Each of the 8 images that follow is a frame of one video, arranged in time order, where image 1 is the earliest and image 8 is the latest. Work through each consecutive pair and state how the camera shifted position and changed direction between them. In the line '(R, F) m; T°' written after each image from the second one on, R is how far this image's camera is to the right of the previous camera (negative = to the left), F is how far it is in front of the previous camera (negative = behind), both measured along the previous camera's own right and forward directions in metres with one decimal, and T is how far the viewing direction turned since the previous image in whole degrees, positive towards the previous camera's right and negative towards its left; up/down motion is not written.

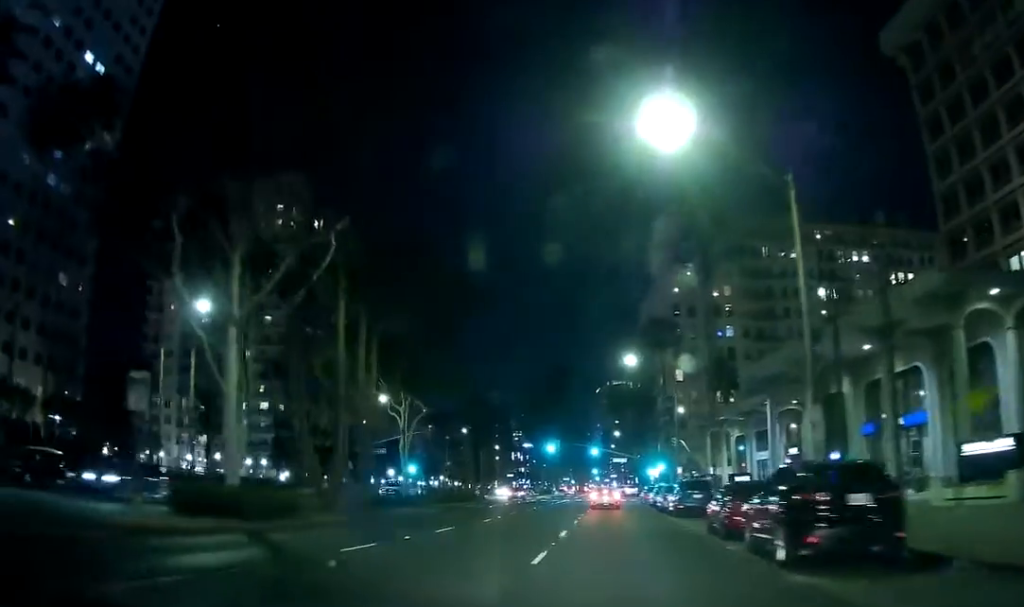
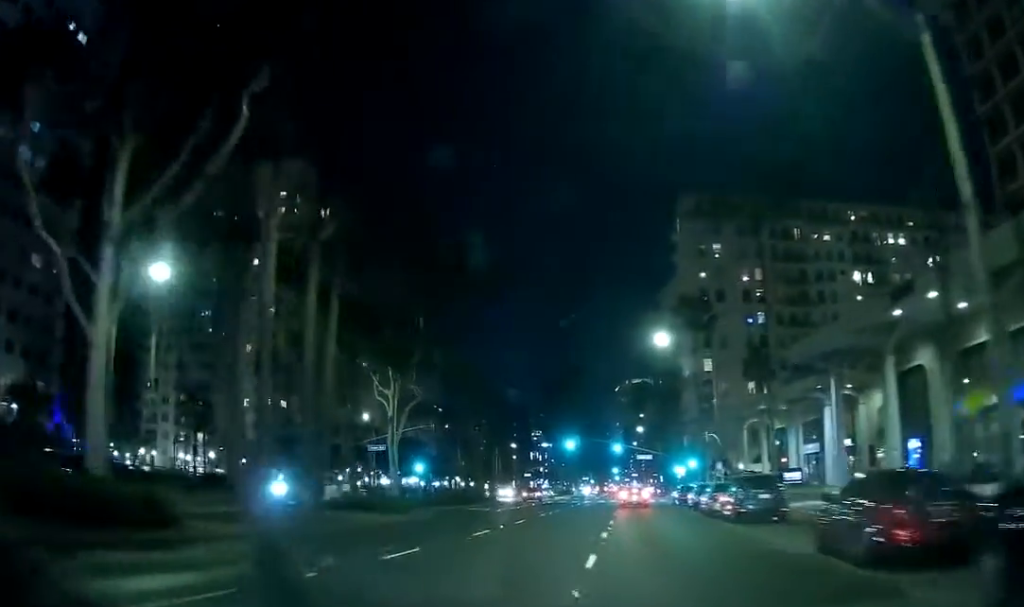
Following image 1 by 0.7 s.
(+0.1, +8.2) m; 0°
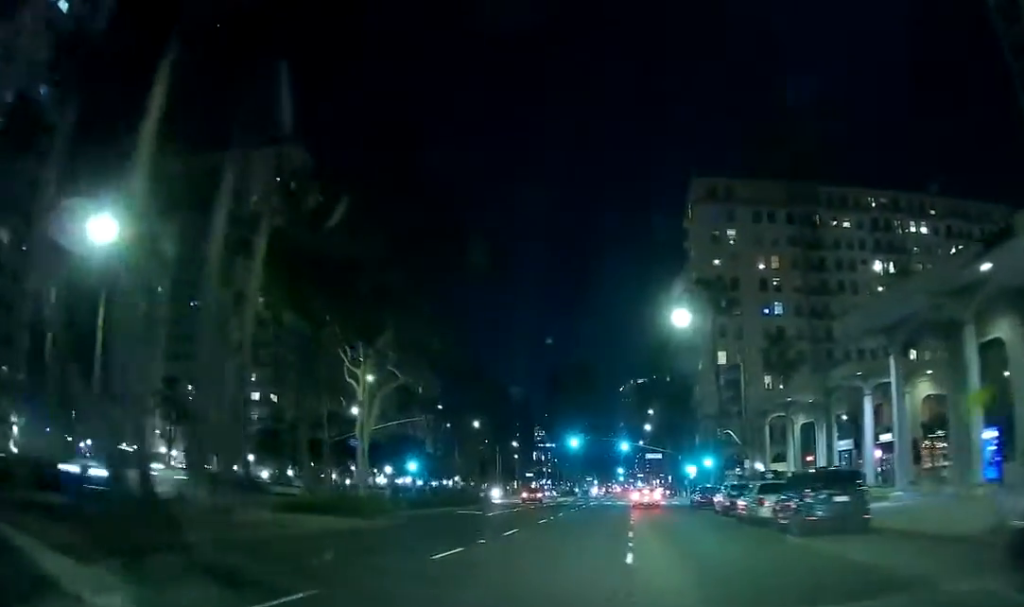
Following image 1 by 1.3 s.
(-0.1, +6.5) m; 0°
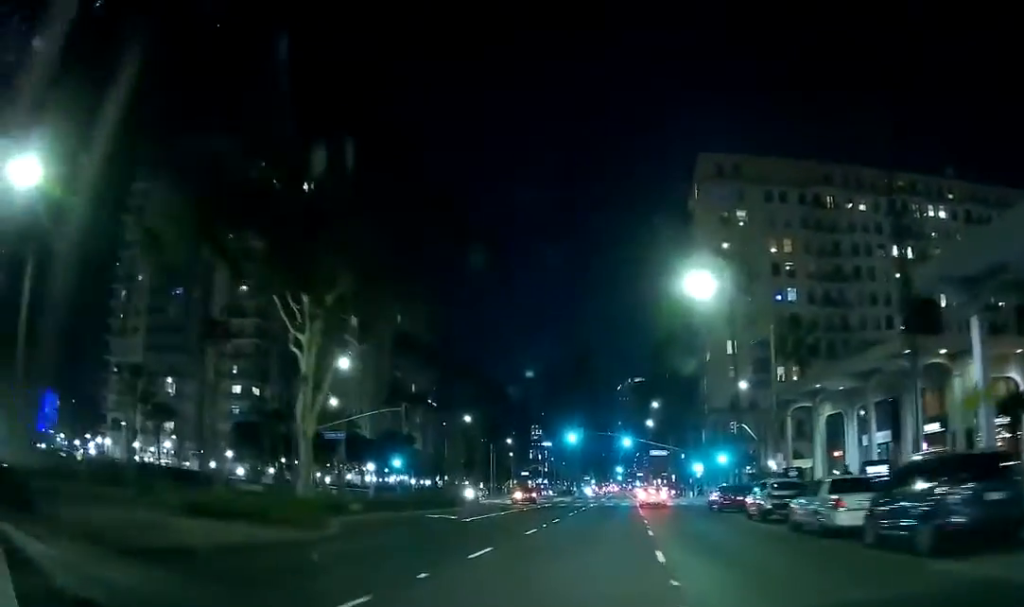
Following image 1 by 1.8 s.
(0.0, +7.4) m; 0°
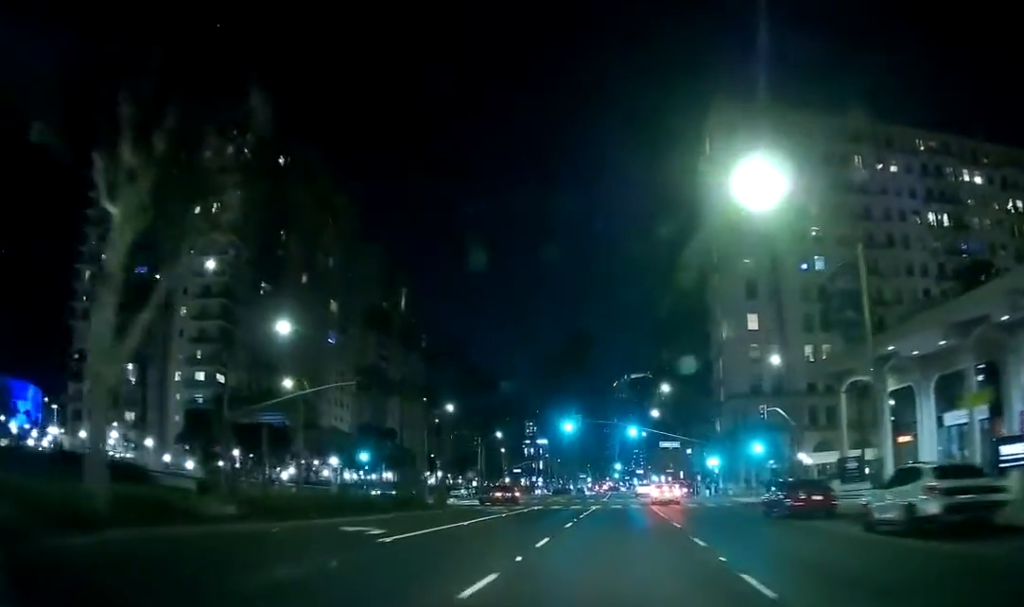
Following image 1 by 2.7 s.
(+0.1, +12.5) m; +1°
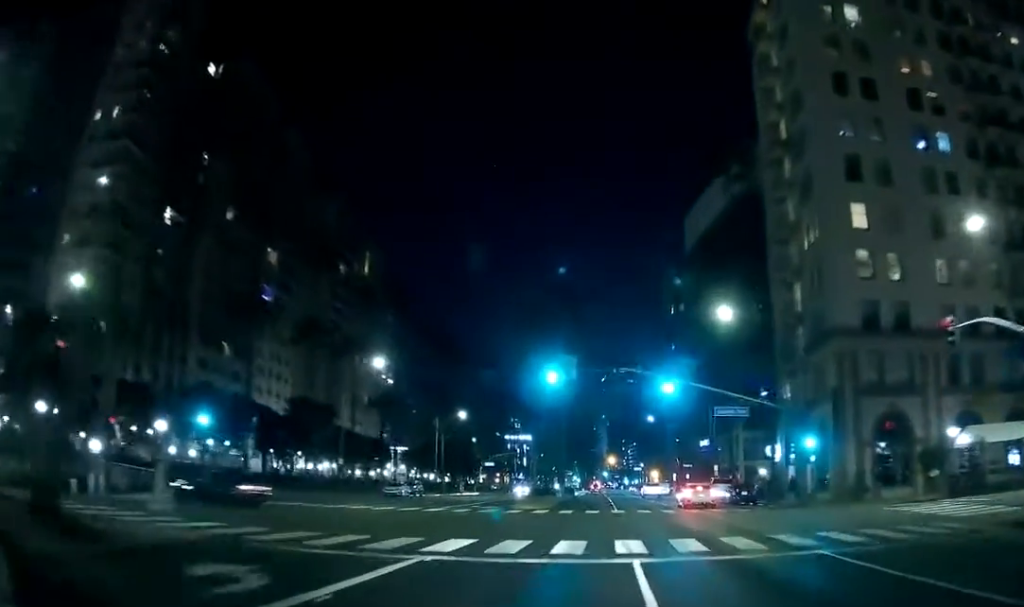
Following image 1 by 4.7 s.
(0.0, +31.0) m; -1°
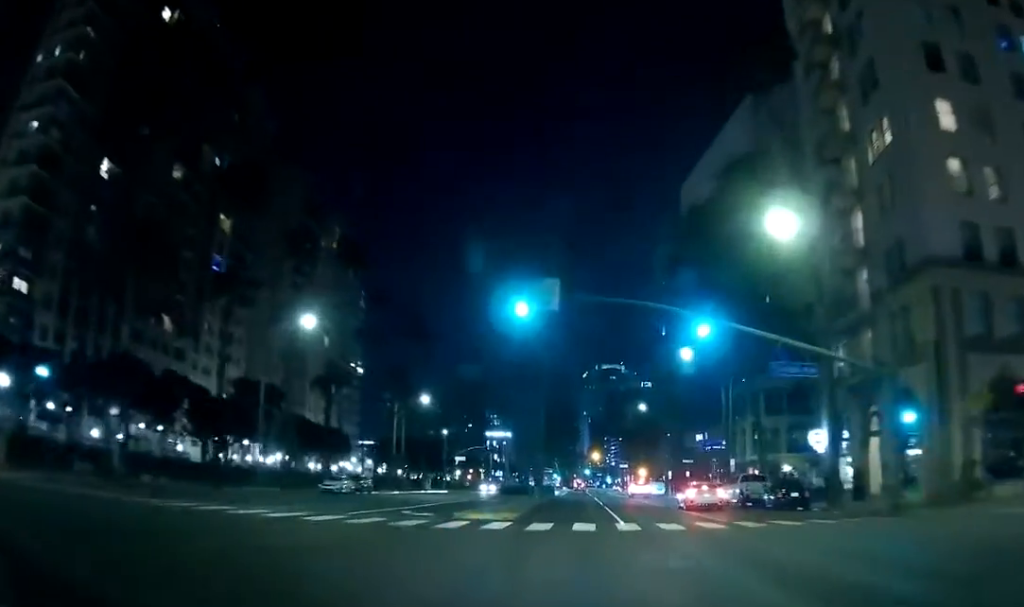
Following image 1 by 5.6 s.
(-0.1, +14.4) m; 0°
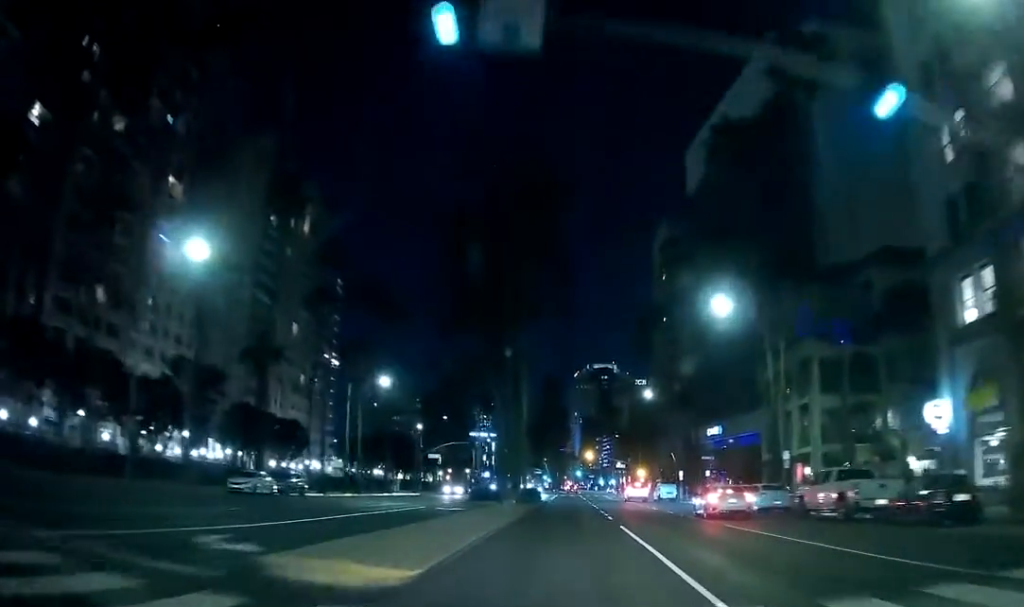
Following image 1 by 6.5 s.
(+0.3, +15.9) m; +1°
